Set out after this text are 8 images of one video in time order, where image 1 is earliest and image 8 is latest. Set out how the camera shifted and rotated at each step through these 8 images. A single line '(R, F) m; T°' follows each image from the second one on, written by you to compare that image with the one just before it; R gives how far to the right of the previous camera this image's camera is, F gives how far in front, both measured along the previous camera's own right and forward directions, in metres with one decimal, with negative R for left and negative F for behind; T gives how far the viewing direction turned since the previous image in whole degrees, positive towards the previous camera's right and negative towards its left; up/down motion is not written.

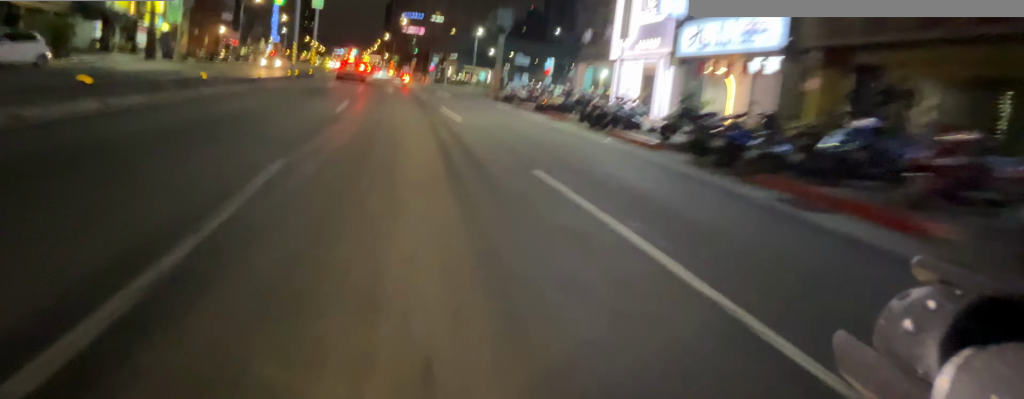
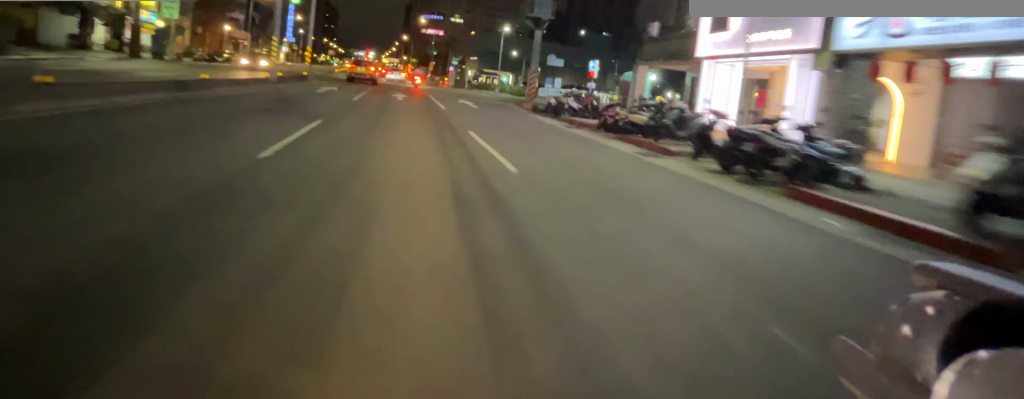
(-0.2, +6.1) m; -3°
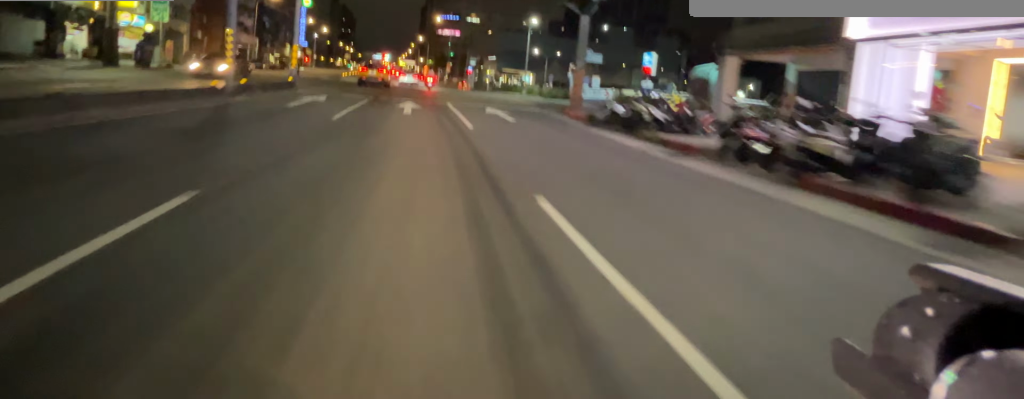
(-0.2, +5.4) m; -1°
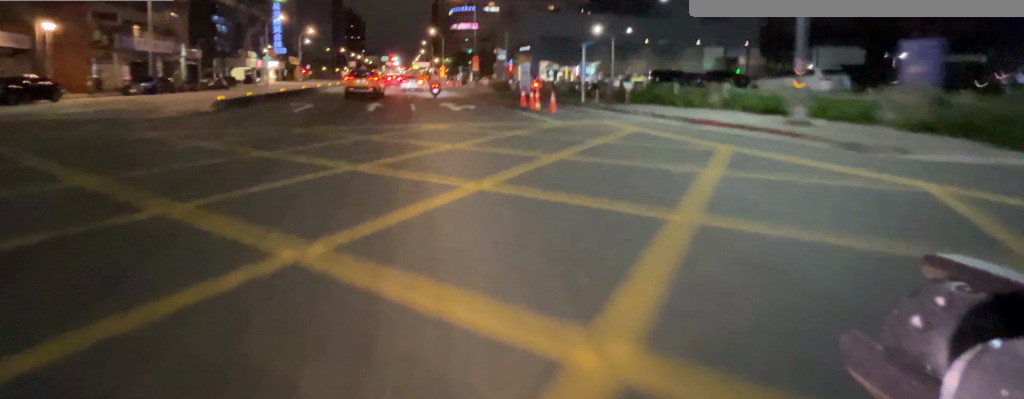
(+0.4, +25.2) m; +2°
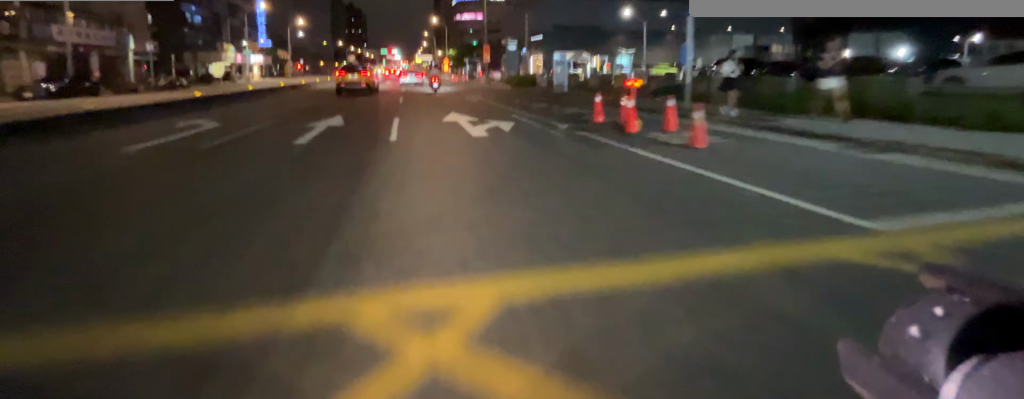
(0.0, +7.7) m; 0°
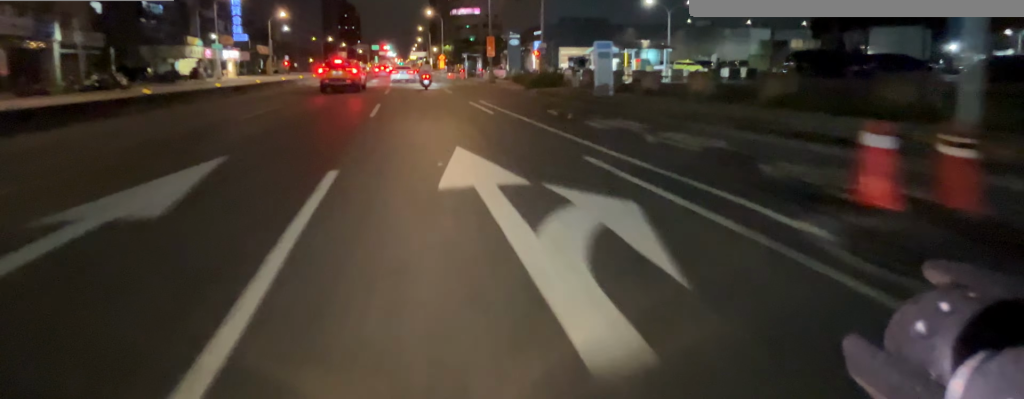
(0.0, +6.0) m; 0°
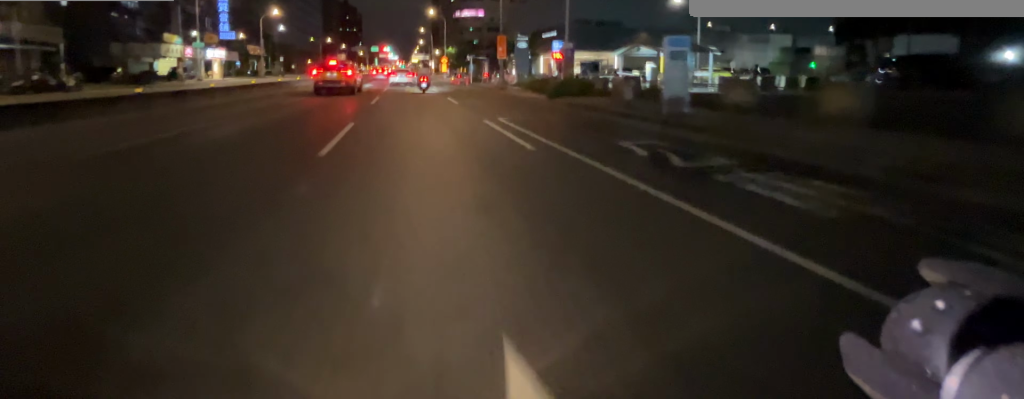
(0.0, +4.5) m; 0°
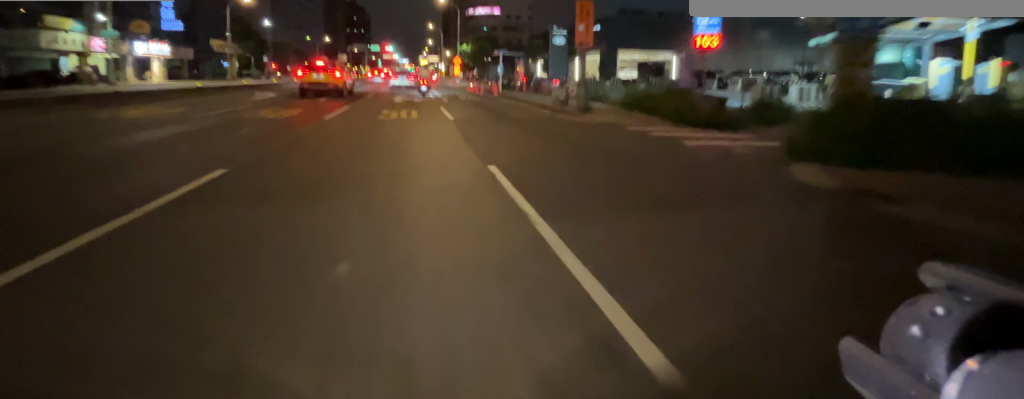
(-0.2, +14.5) m; -2°
